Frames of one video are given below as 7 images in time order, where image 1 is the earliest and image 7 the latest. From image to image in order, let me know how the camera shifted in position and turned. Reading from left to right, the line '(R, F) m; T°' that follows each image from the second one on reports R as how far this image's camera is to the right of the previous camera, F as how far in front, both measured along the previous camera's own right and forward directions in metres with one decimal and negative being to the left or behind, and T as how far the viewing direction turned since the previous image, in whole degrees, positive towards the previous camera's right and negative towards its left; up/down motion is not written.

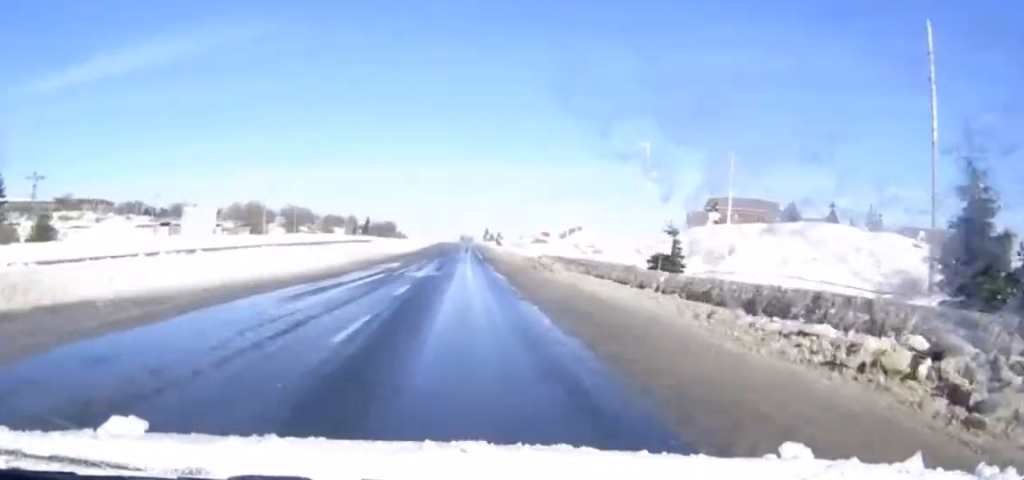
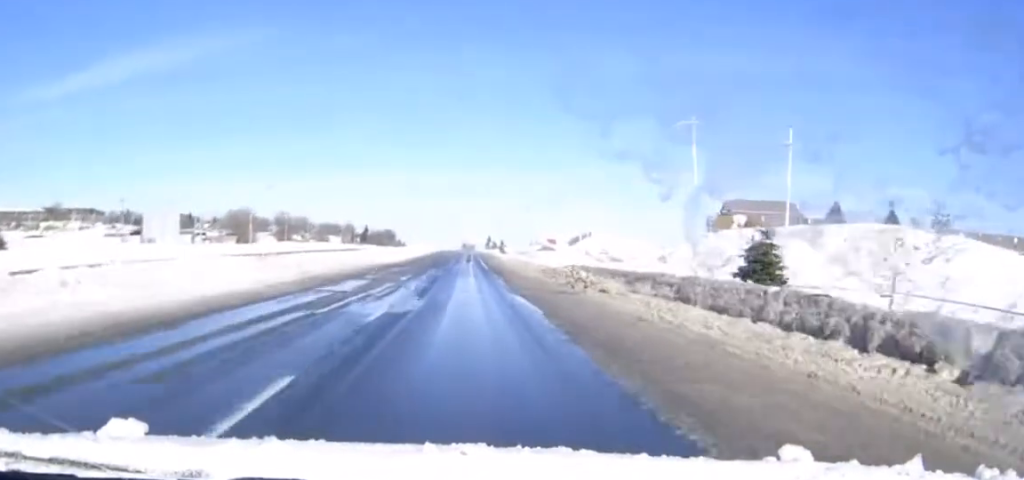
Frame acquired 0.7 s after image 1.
(0.0, +14.8) m; 0°
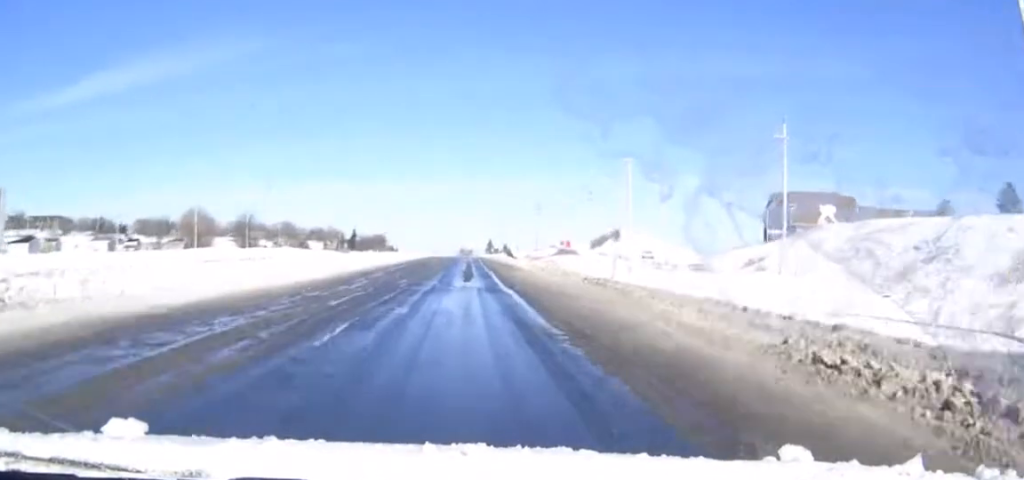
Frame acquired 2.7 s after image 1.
(-0.1, +39.3) m; 0°
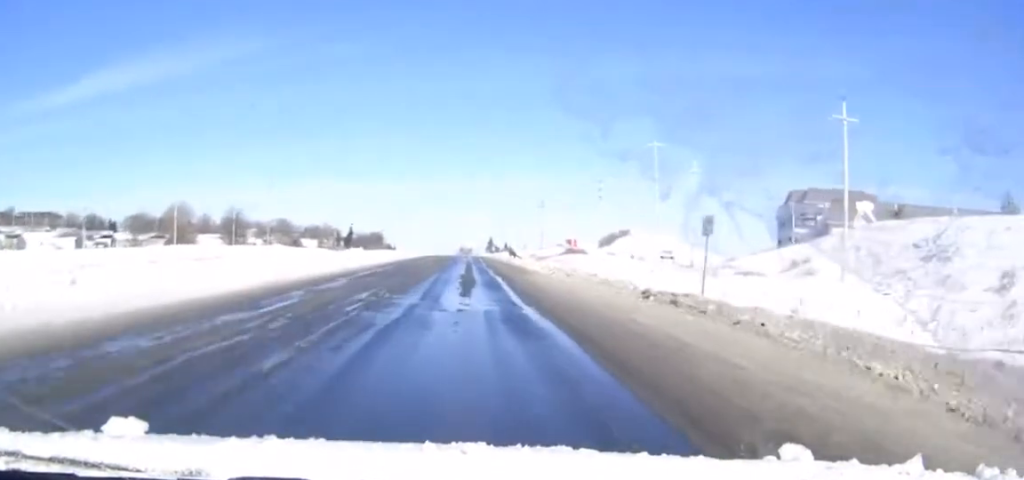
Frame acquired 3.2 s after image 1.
(0.0, +11.5) m; 0°
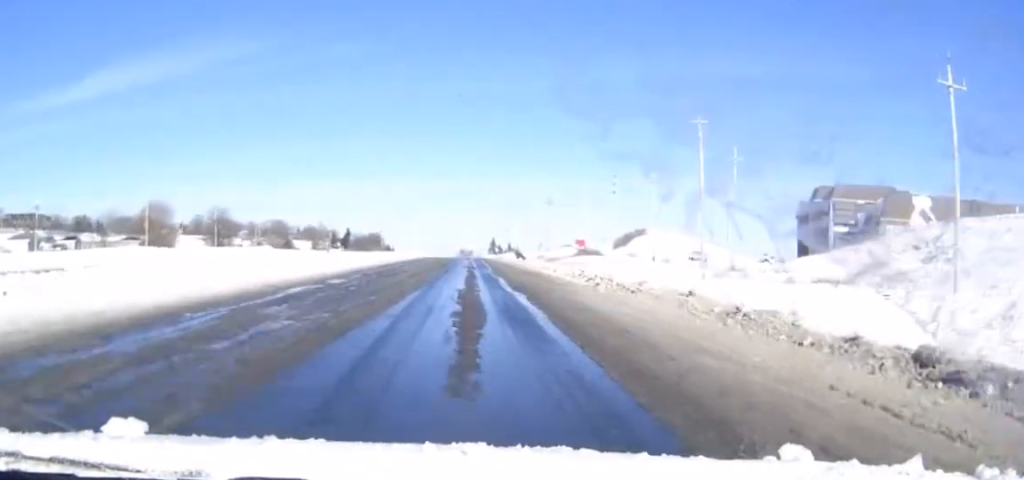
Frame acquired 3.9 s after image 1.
(0.0, +14.2) m; 0°
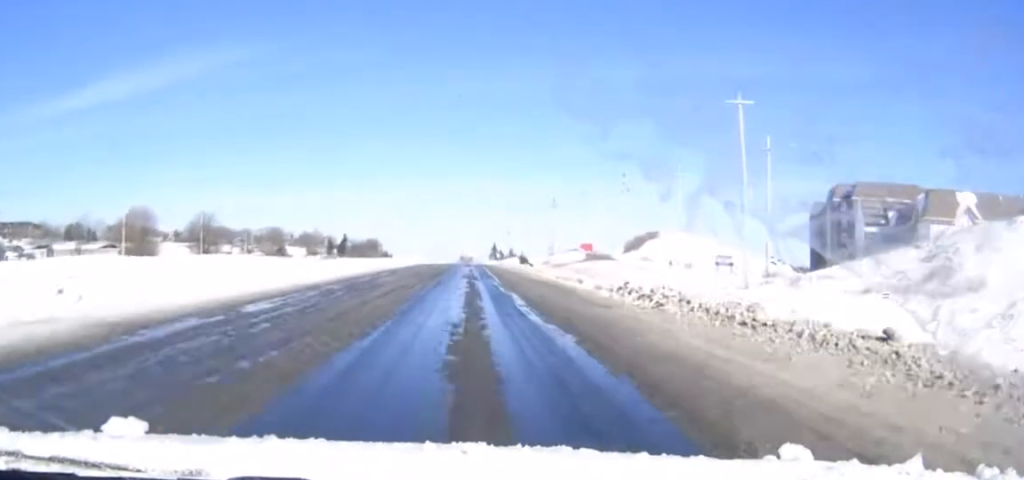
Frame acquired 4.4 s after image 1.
(0.0, +9.4) m; 0°
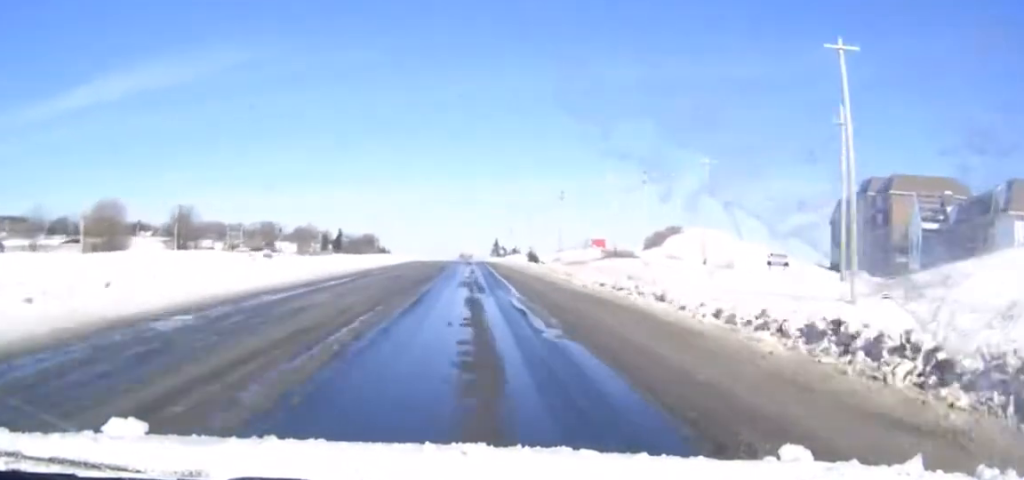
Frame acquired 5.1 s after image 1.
(0.0, +14.8) m; 0°
